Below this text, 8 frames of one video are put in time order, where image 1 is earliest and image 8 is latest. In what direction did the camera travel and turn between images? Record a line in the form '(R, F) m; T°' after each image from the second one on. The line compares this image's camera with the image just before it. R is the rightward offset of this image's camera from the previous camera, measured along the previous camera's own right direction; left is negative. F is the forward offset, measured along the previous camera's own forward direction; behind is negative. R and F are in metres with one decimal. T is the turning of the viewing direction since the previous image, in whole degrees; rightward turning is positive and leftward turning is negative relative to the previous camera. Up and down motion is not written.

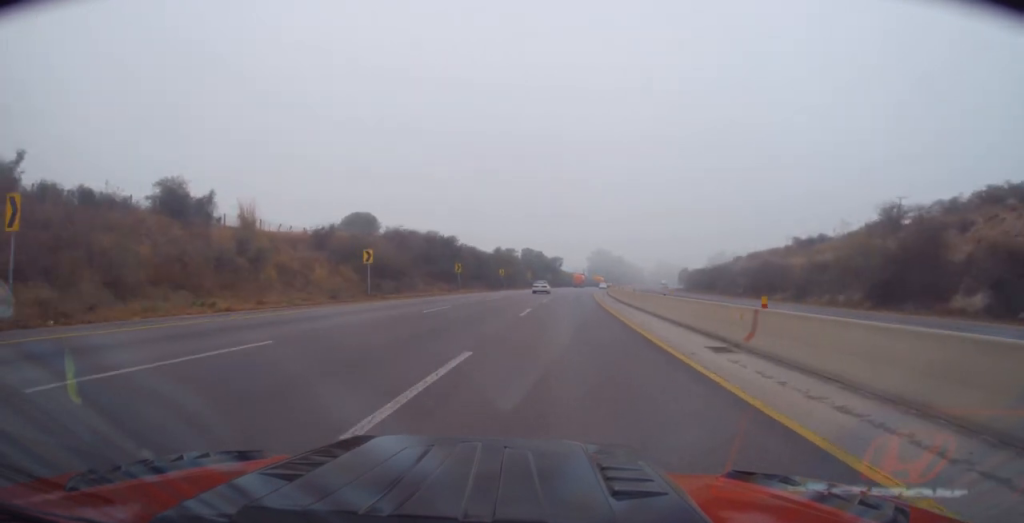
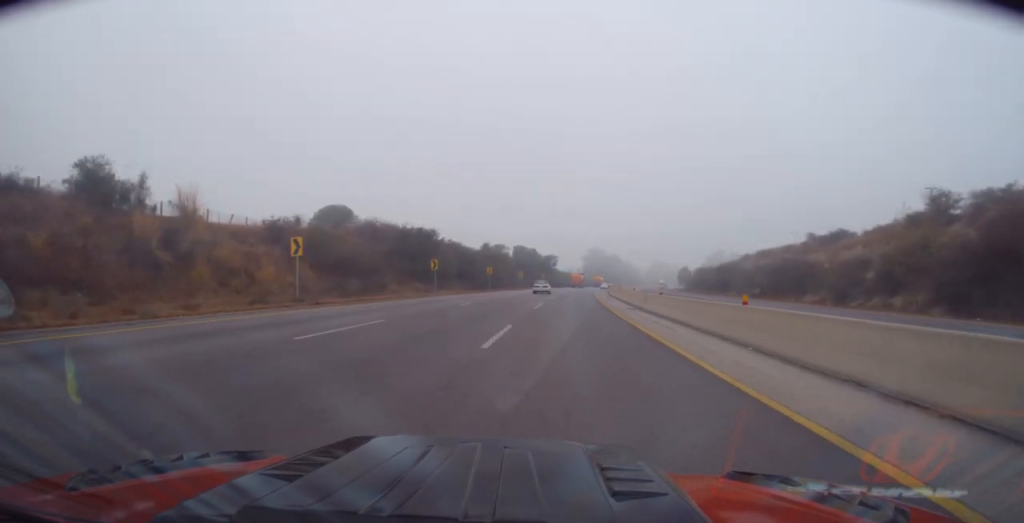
(+0.1, +11.2) m; 0°
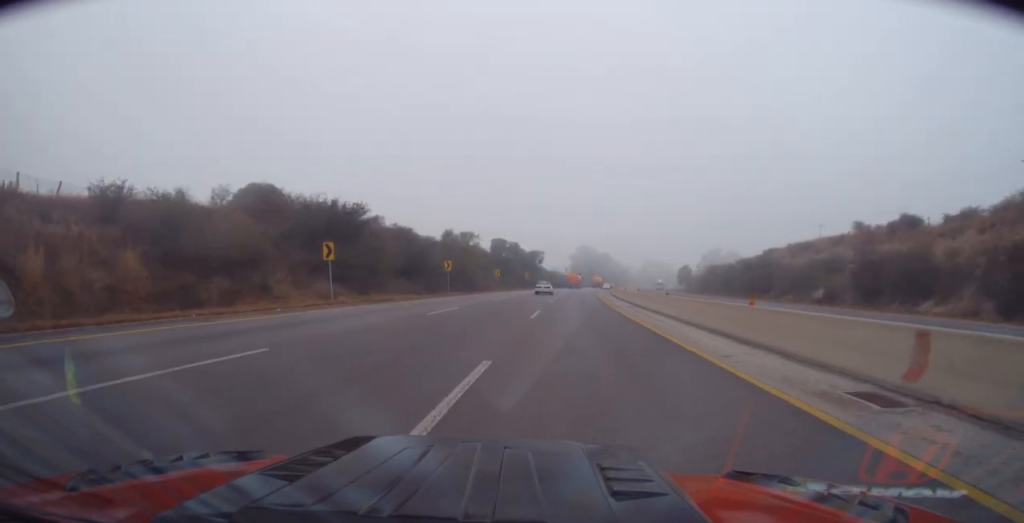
(+0.2, +25.6) m; +1°
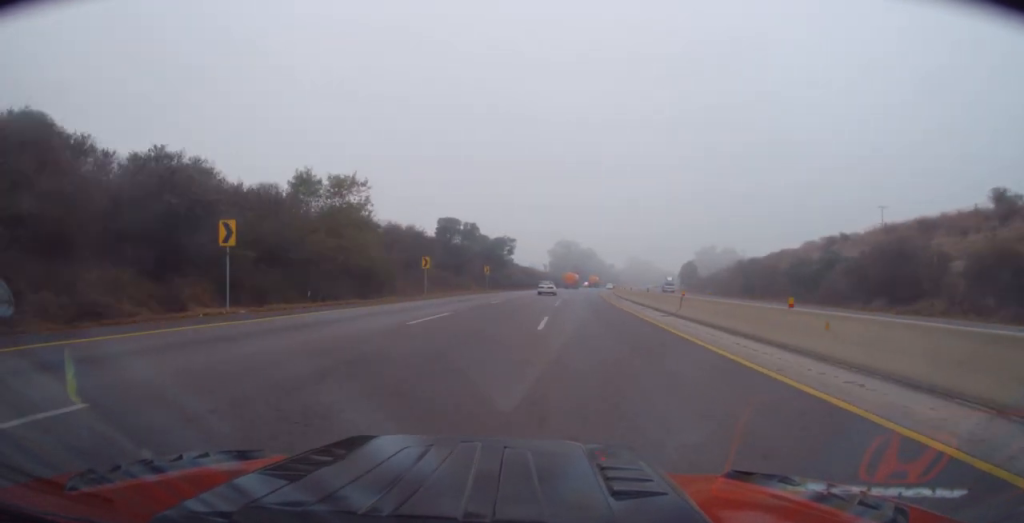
(+0.8, +40.7) m; +2°
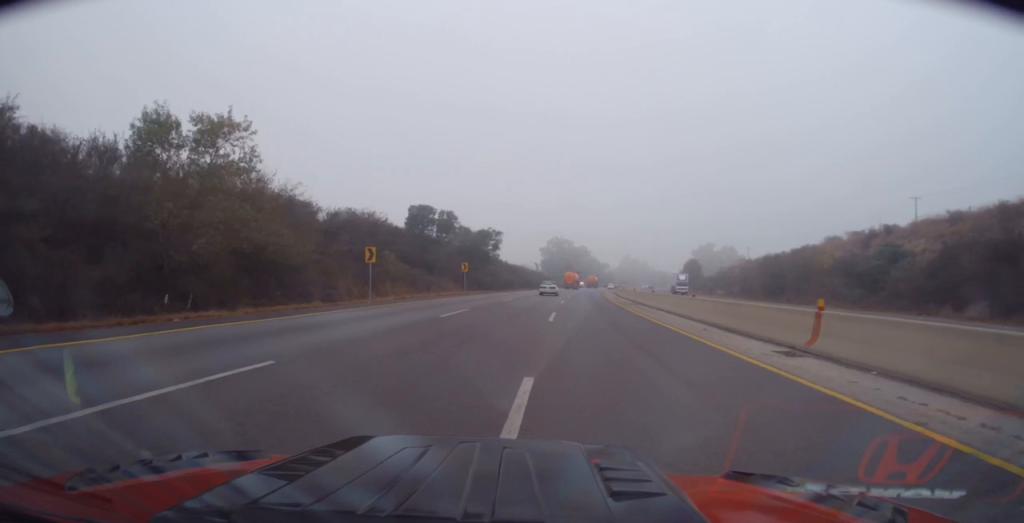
(+0.1, +14.4) m; 0°
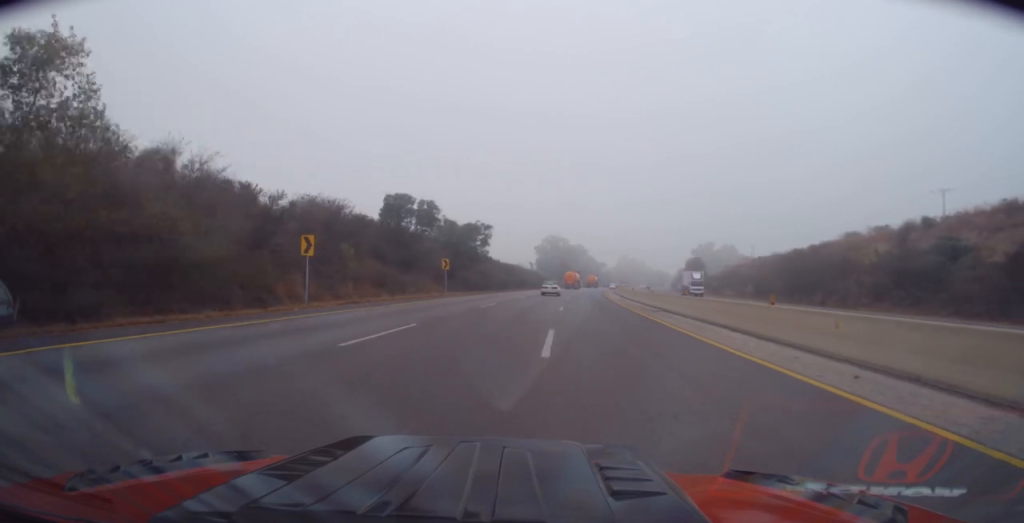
(0.0, +9.6) m; 0°
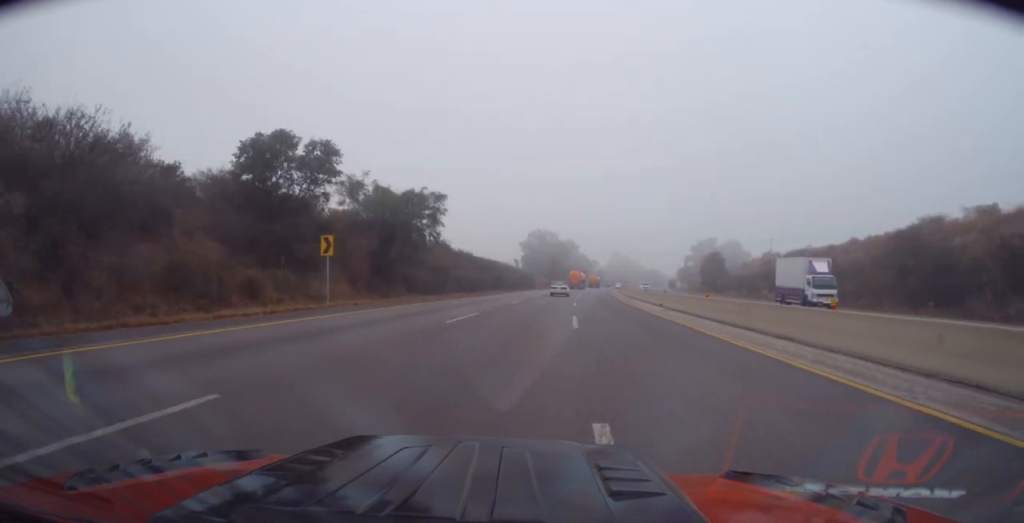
(+0.2, +28.7) m; +1°
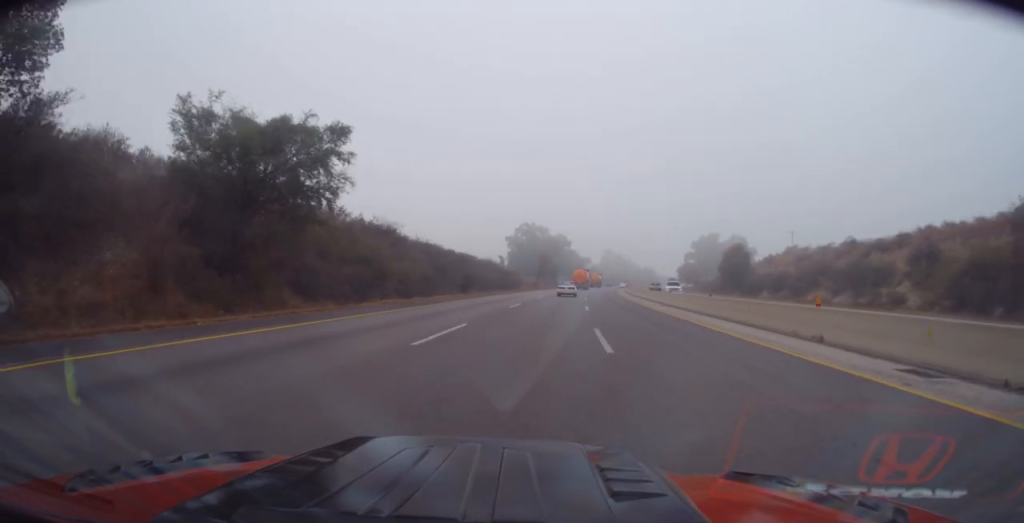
(+0.1, +23.9) m; 0°
